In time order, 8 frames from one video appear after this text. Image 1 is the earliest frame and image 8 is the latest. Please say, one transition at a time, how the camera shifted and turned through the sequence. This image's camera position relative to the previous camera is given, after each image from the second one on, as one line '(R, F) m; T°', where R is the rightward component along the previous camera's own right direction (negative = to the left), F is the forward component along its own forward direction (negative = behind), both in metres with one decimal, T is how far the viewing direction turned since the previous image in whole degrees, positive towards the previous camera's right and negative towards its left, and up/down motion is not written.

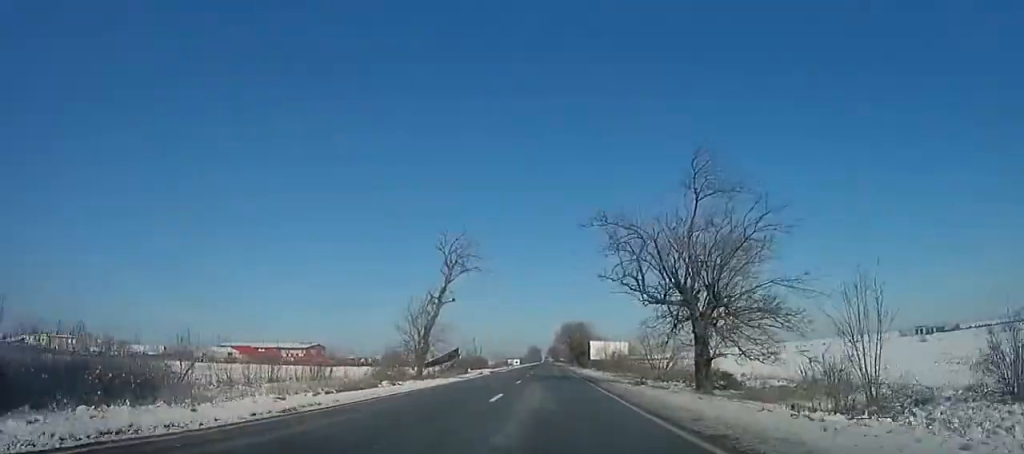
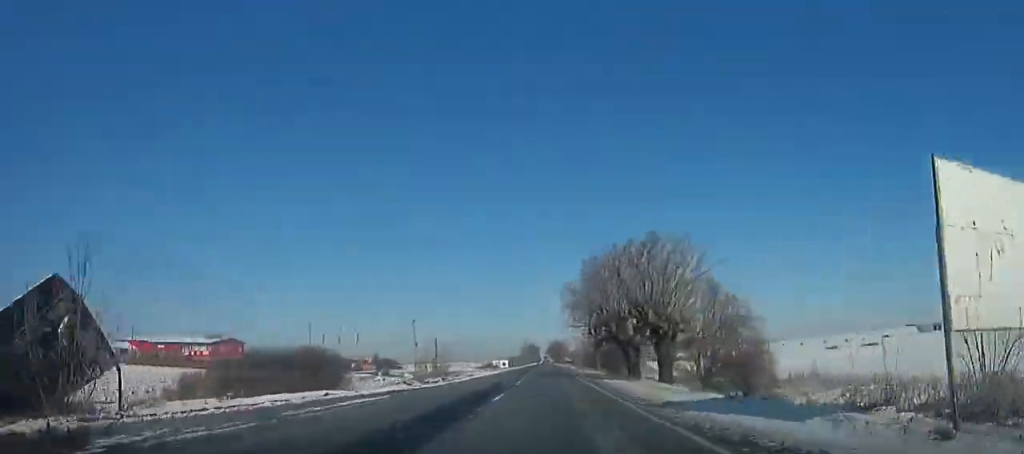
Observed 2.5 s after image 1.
(-0.2, +60.5) m; 0°
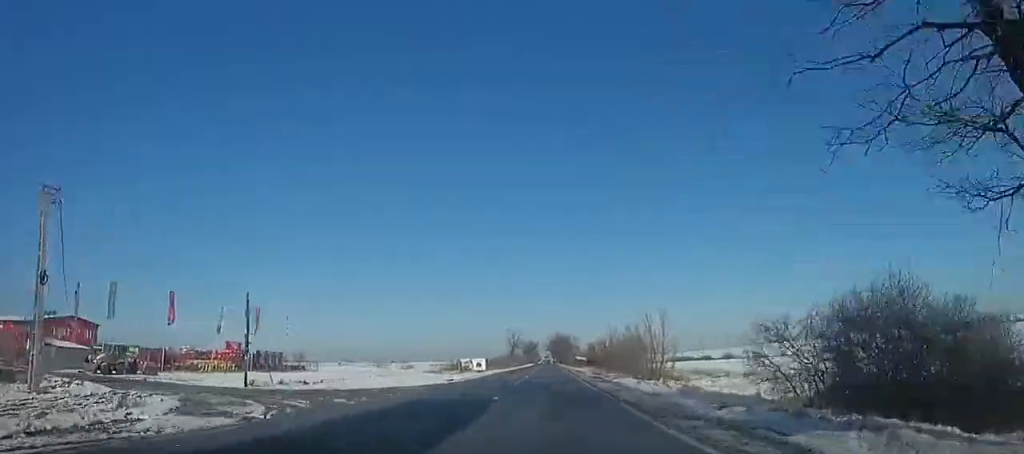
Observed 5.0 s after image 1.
(+0.8, +60.6) m; +1°
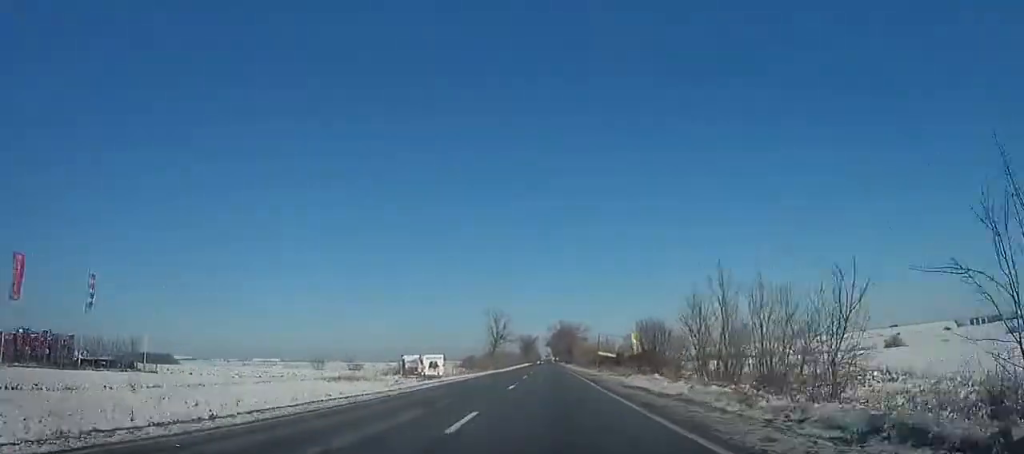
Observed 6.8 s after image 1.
(-0.5, +41.1) m; 0°
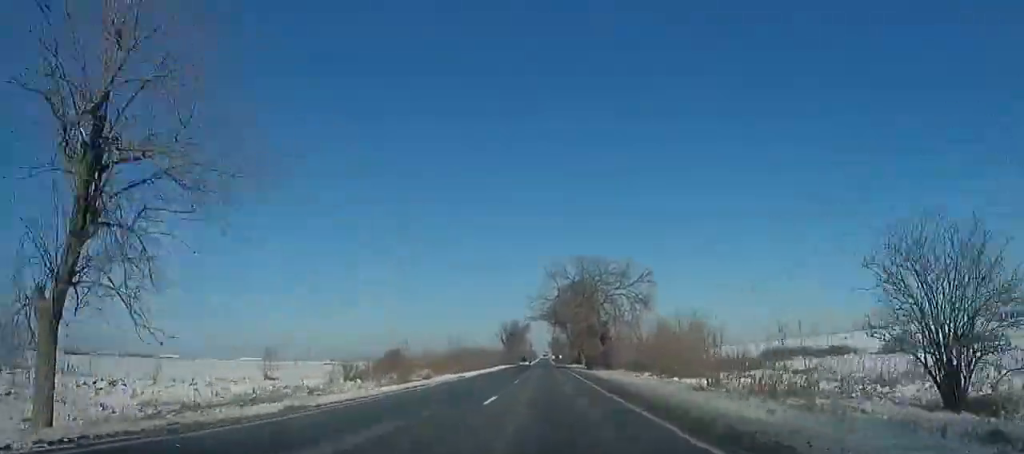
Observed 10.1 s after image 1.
(-0.3, +78.7) m; -1°
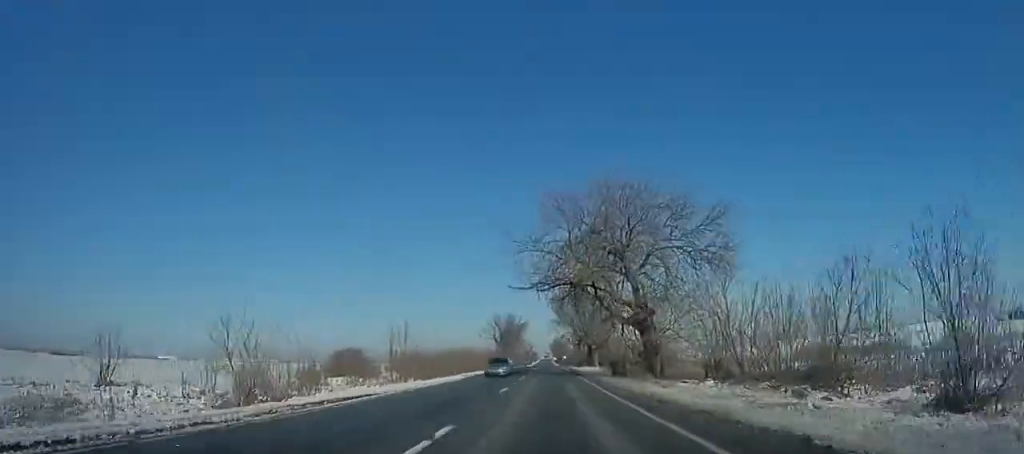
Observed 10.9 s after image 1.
(-0.4, +19.9) m; 0°
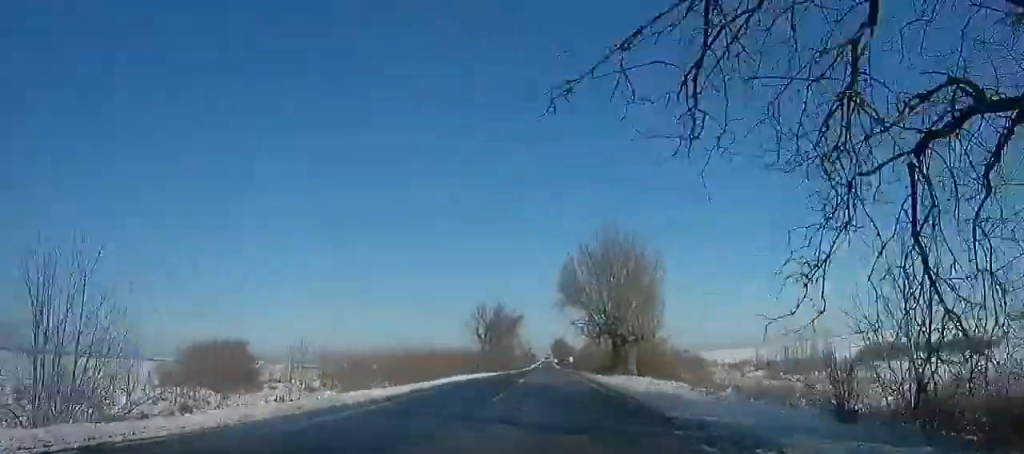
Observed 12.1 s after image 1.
(+0.5, +27.8) m; 0°
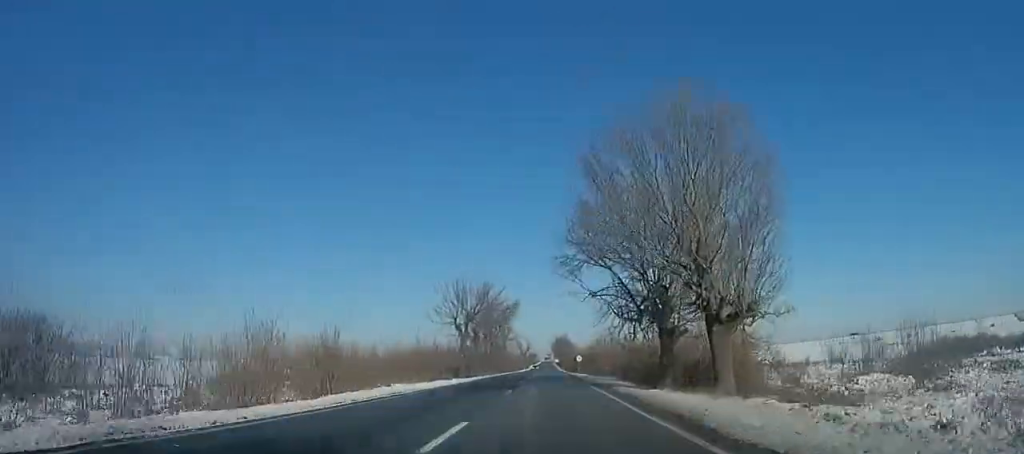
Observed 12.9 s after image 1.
(+0.3, +19.9) m; 0°
